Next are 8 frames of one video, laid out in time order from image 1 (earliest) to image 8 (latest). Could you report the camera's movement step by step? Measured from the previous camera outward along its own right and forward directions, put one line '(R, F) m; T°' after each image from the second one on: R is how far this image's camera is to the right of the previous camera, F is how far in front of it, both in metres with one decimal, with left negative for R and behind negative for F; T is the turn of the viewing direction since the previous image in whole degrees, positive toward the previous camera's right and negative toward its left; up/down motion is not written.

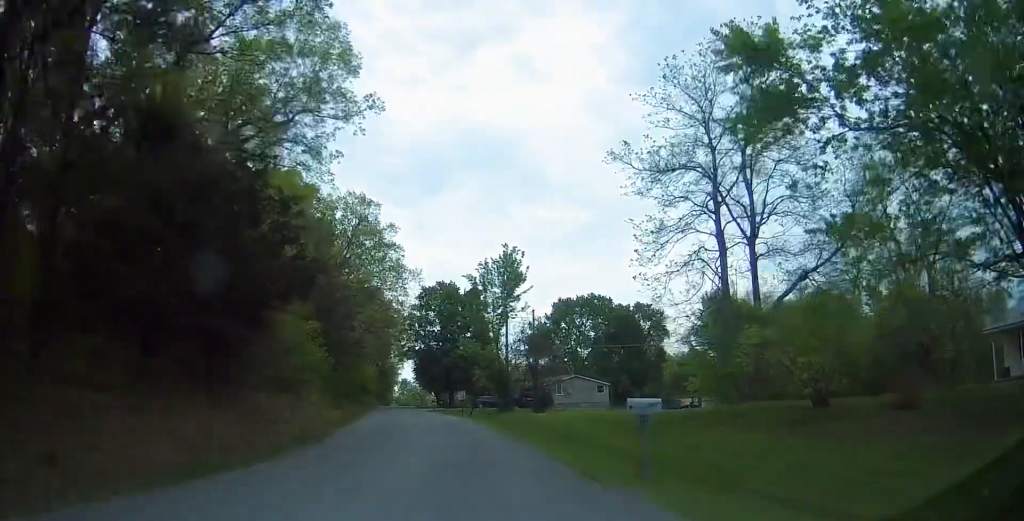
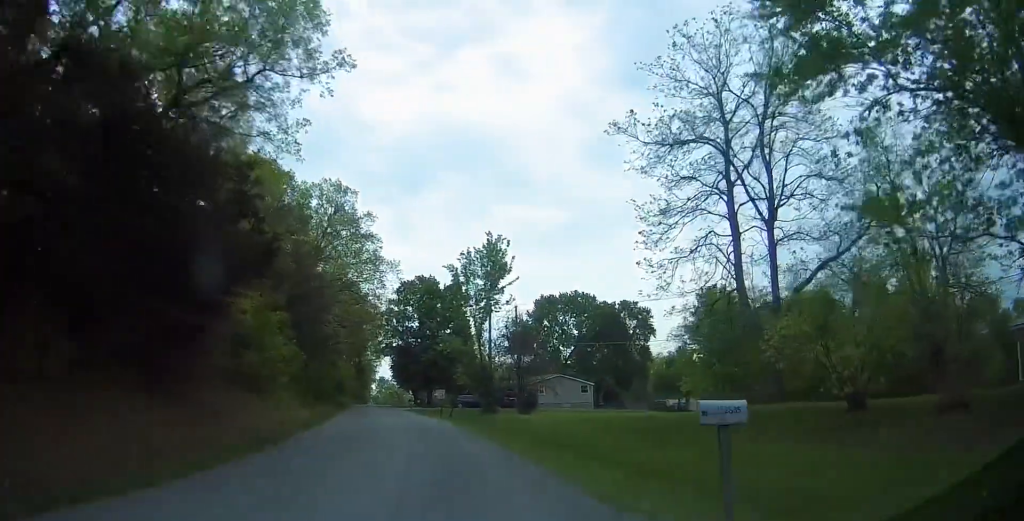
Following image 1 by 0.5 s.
(+0.1, +3.2) m; +1°
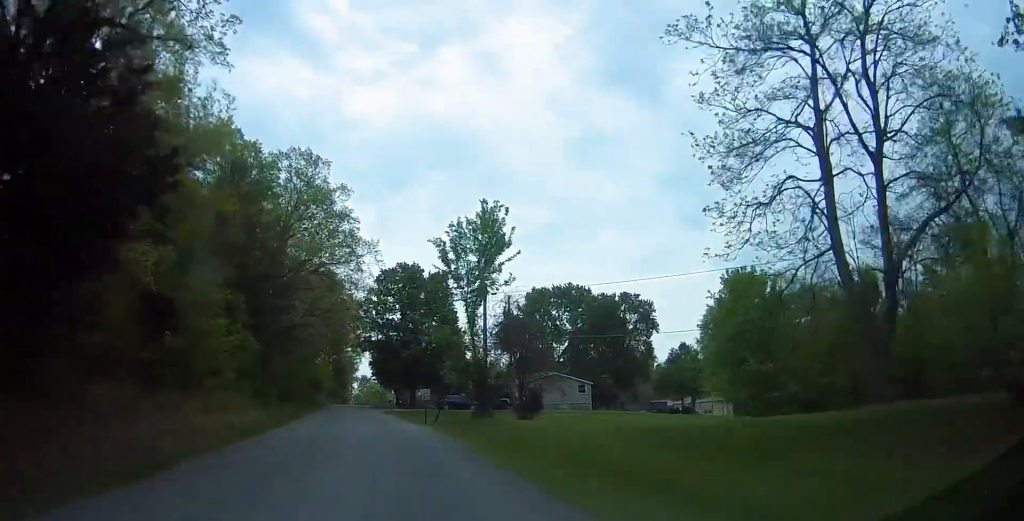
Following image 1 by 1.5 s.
(0.0, +7.5) m; -4°
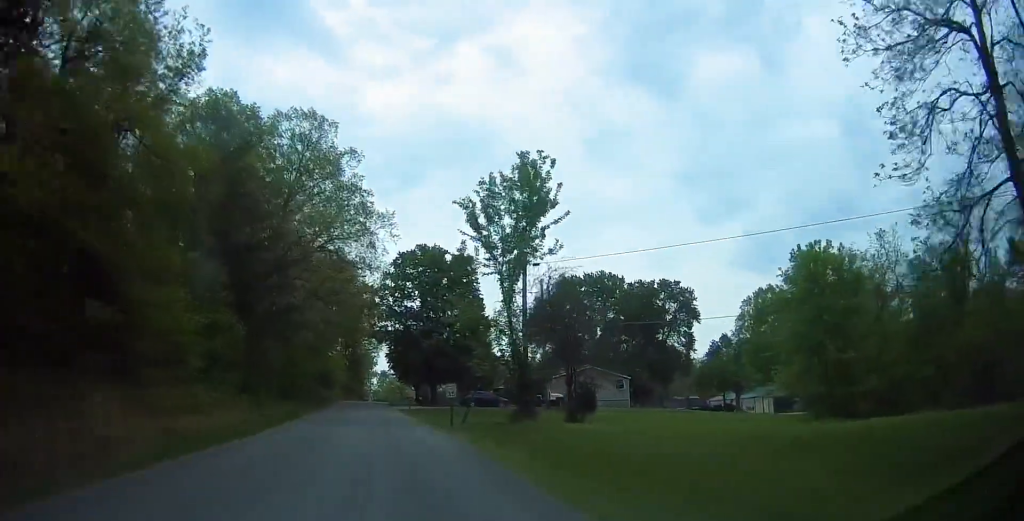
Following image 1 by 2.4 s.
(-0.5, +6.8) m; +1°
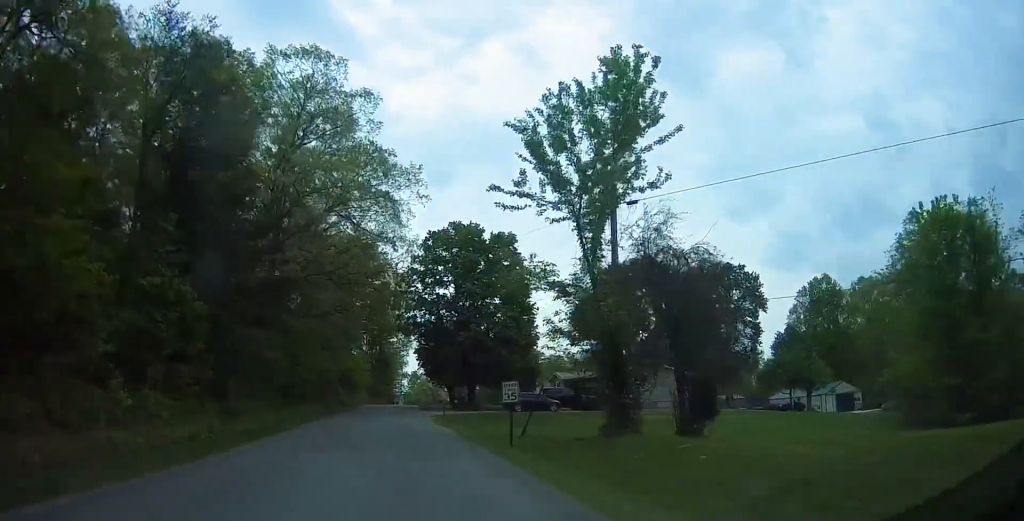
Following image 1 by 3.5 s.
(+0.6, +9.3) m; +4°
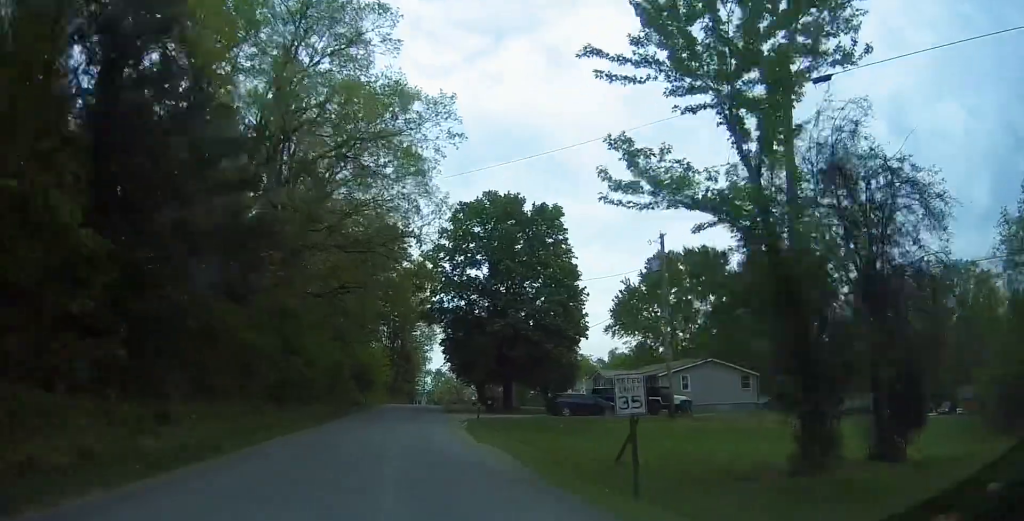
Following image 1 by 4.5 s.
(-0.2, +8.7) m; -5°
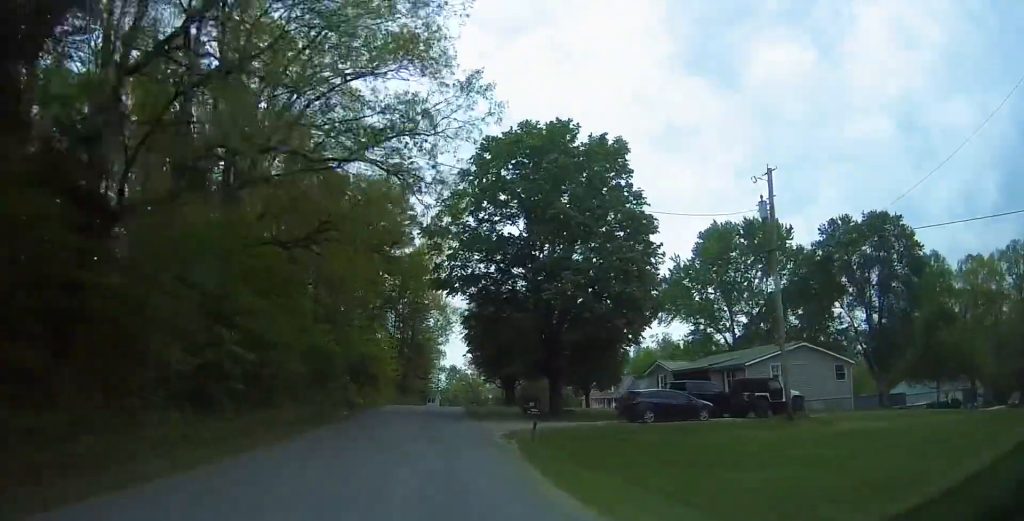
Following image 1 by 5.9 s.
(-0.8, +12.7) m; -3°
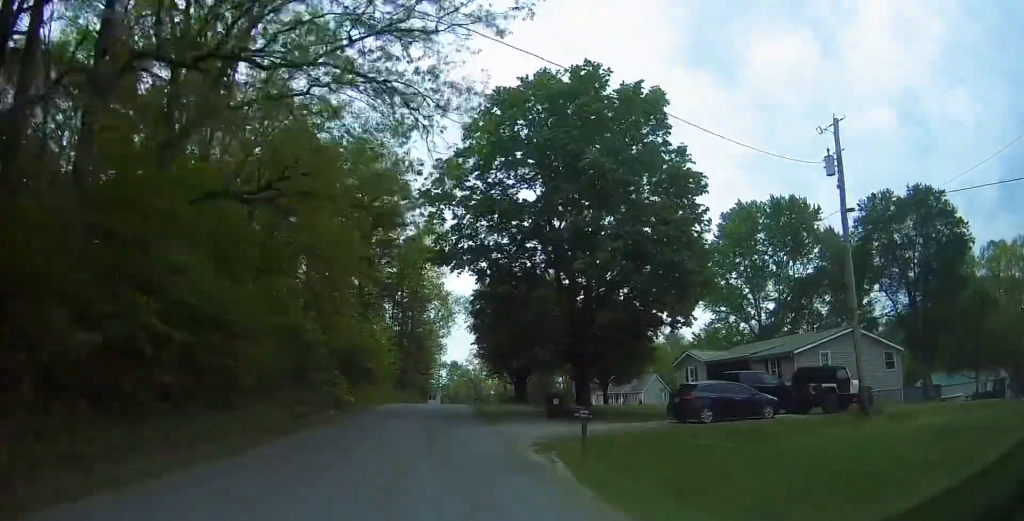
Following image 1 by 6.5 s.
(+0.2, +5.7) m; +1°
